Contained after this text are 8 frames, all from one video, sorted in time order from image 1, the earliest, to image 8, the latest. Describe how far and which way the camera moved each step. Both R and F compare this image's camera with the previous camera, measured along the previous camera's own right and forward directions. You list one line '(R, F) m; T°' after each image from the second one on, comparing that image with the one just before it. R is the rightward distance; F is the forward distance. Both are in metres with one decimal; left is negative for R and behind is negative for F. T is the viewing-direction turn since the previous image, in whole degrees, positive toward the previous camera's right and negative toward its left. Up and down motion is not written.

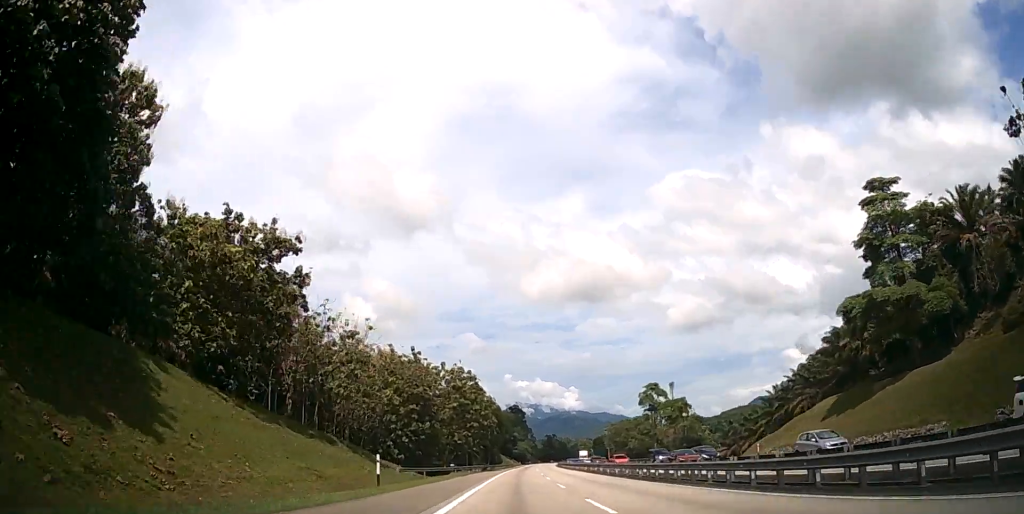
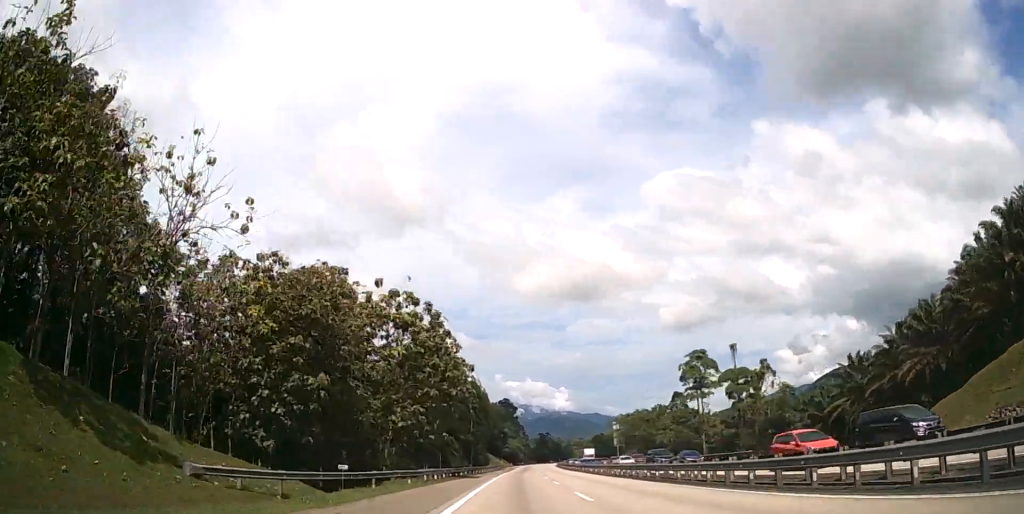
(+0.4, +32.0) m; +1°
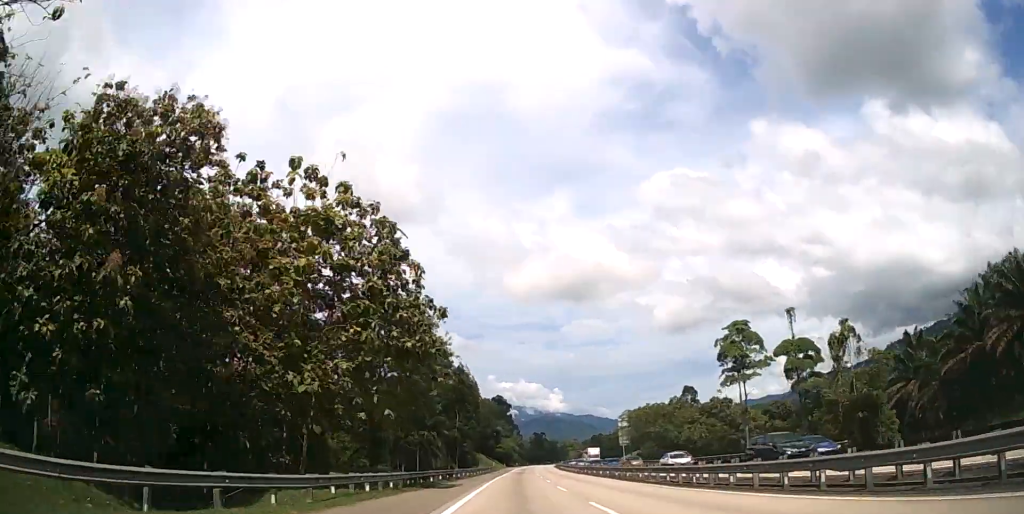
(0.0, +16.6) m; 0°
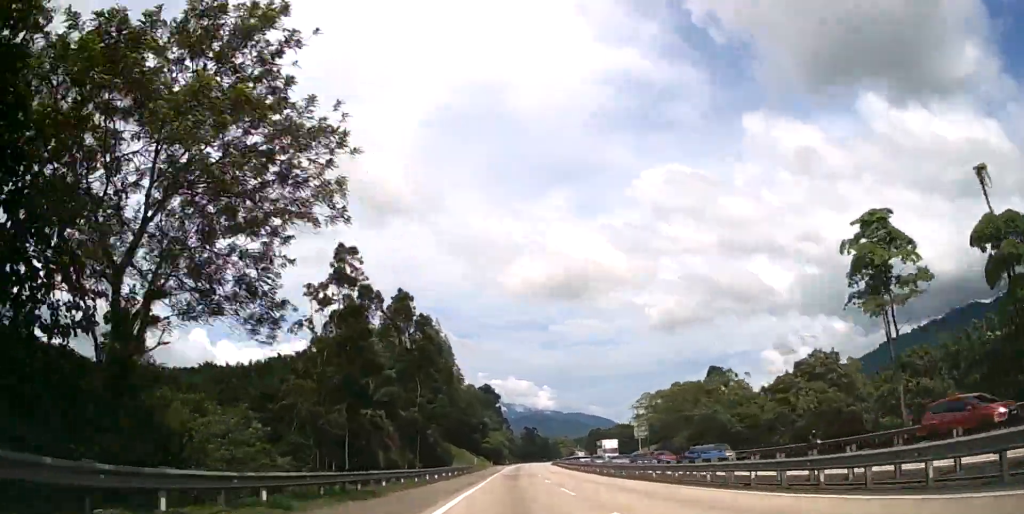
(0.0, +28.4) m; +1°
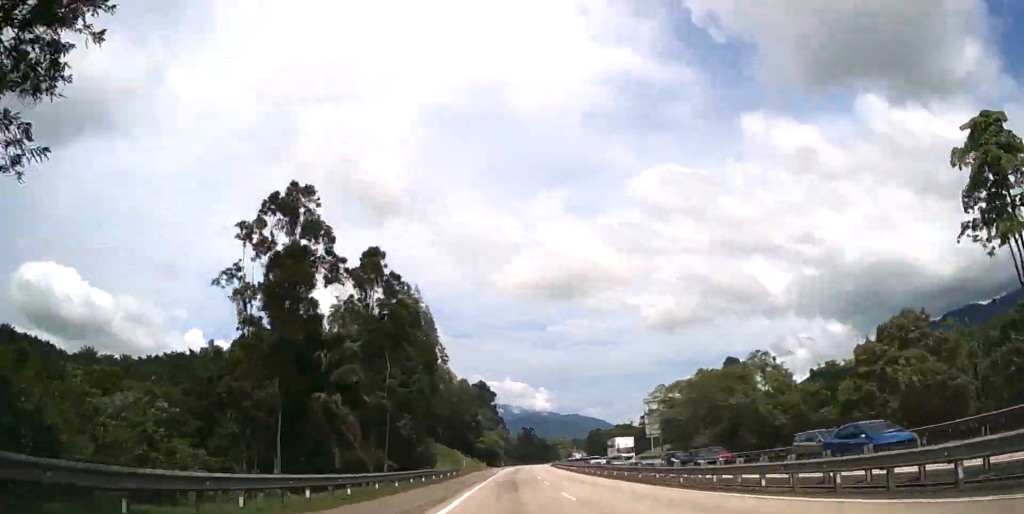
(0.0, +13.0) m; 0°
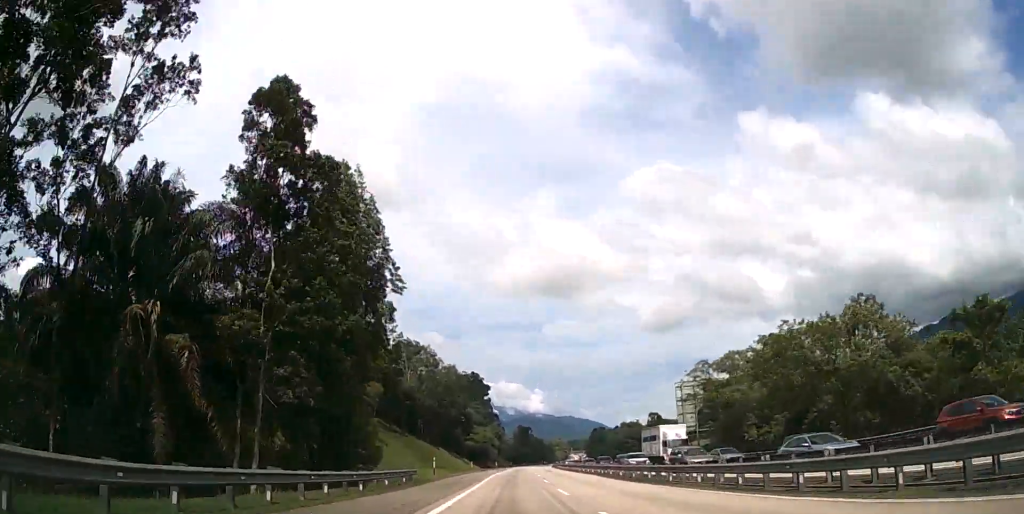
(+0.3, +22.5) m; +1°
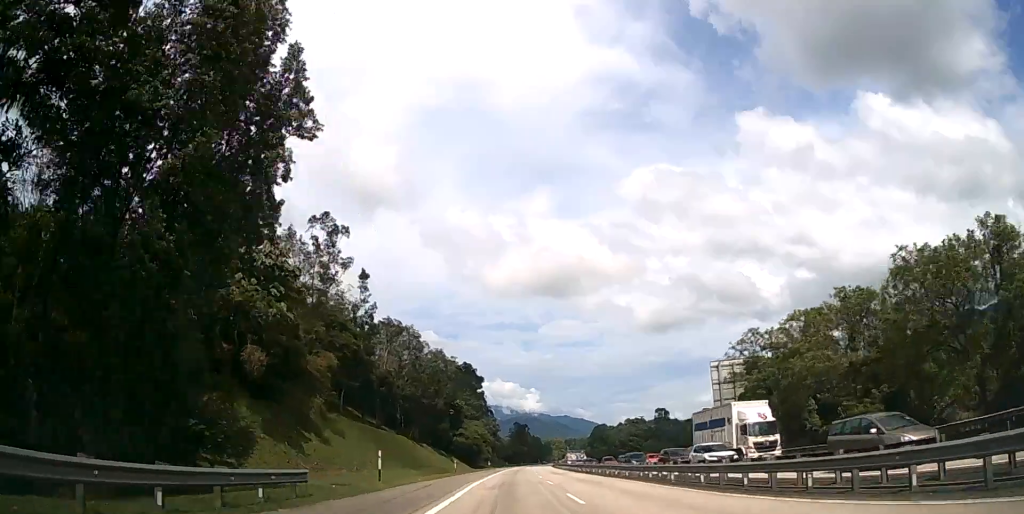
(0.0, +16.6) m; 0°
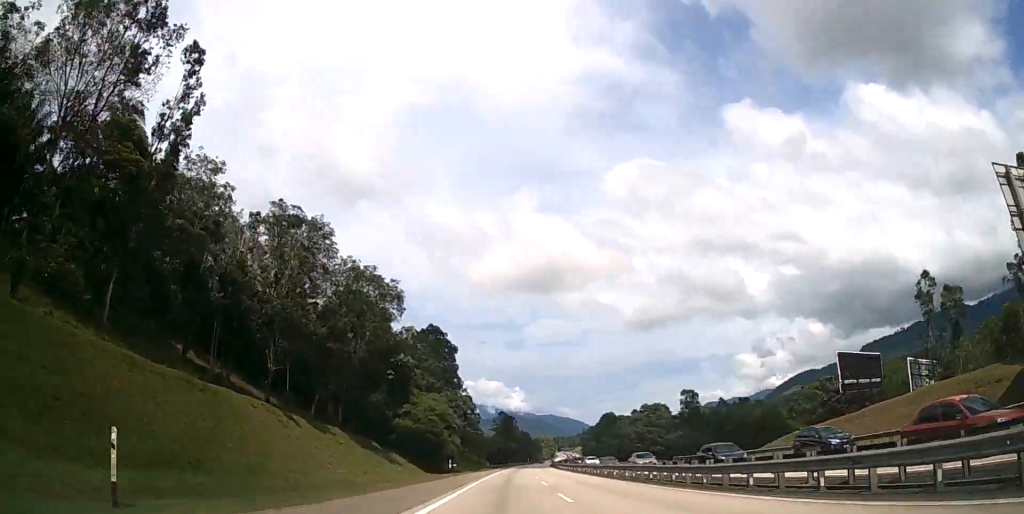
(+0.6, +47.1) m; +2°
